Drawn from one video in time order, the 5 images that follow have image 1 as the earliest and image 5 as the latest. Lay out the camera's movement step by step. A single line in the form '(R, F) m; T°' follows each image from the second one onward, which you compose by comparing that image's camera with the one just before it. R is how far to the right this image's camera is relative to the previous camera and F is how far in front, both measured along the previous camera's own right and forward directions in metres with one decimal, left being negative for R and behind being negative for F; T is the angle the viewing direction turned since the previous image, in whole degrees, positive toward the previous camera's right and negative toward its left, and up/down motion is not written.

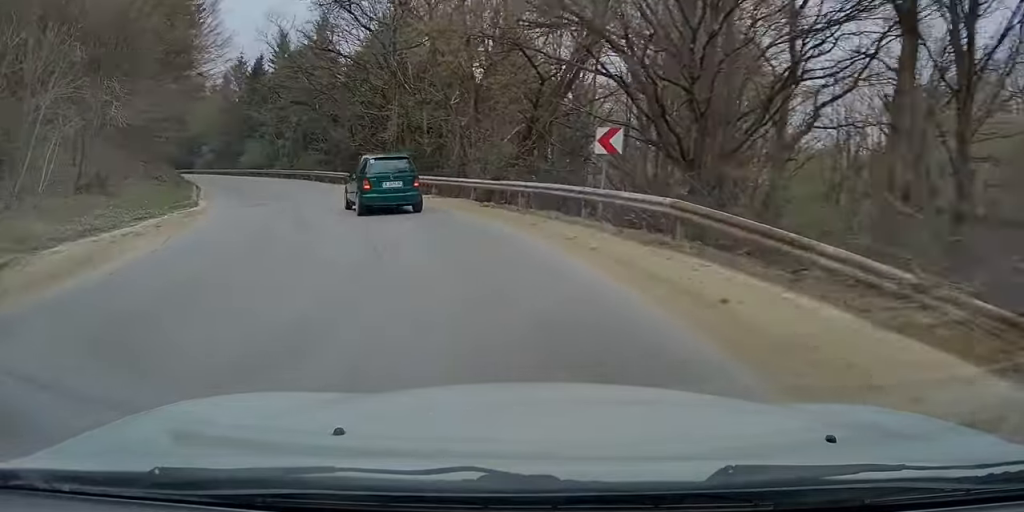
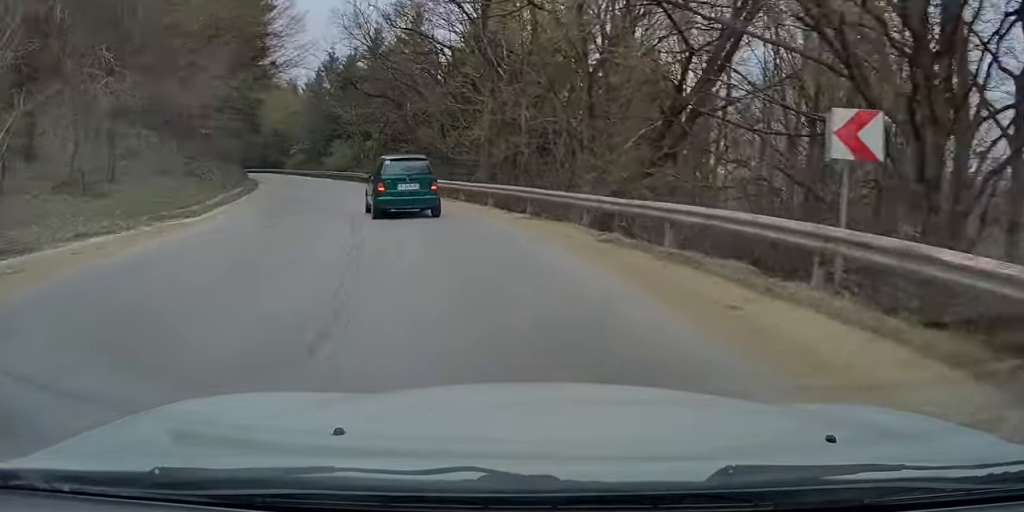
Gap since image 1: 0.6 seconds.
(-0.3, +7.5) m; -5°
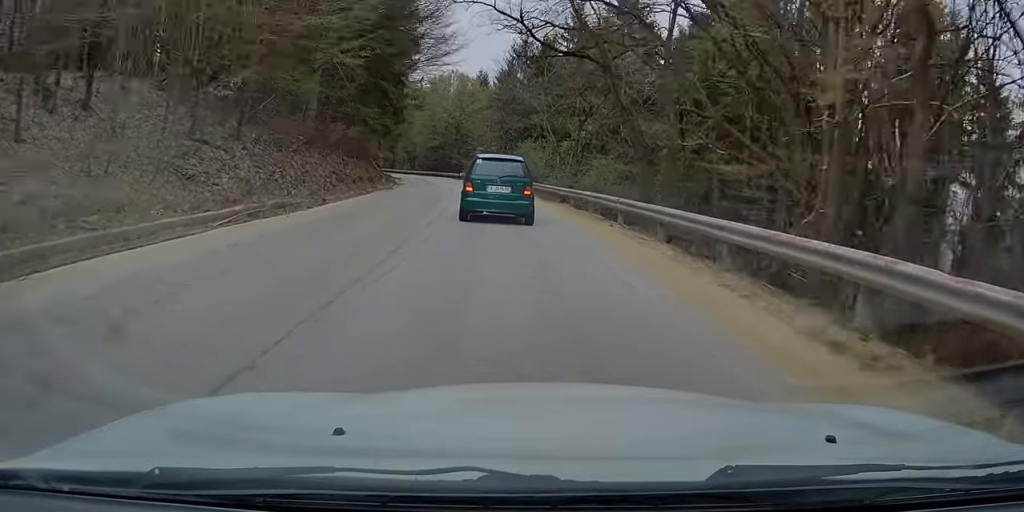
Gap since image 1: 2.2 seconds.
(-2.1, +19.6) m; -12°
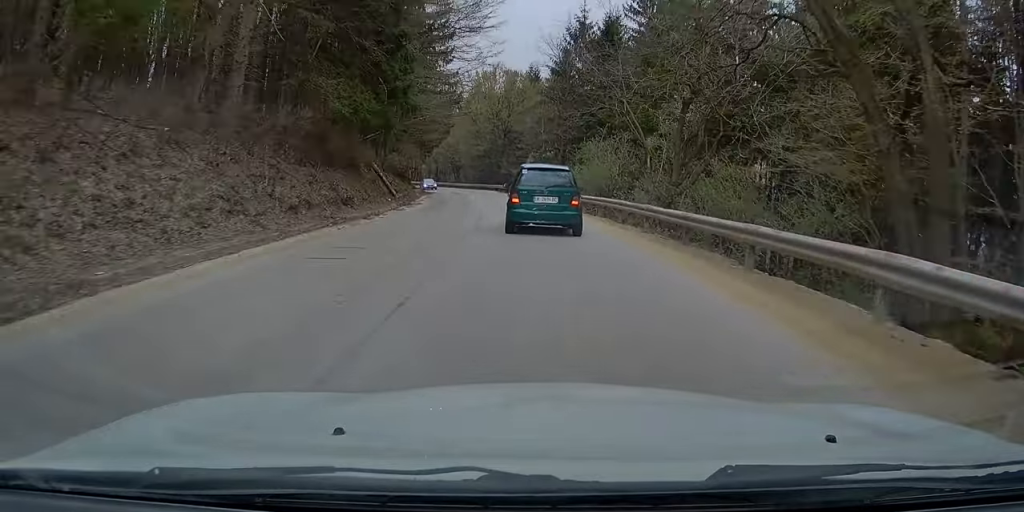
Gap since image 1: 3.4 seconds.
(-0.7, +14.9) m; -7°
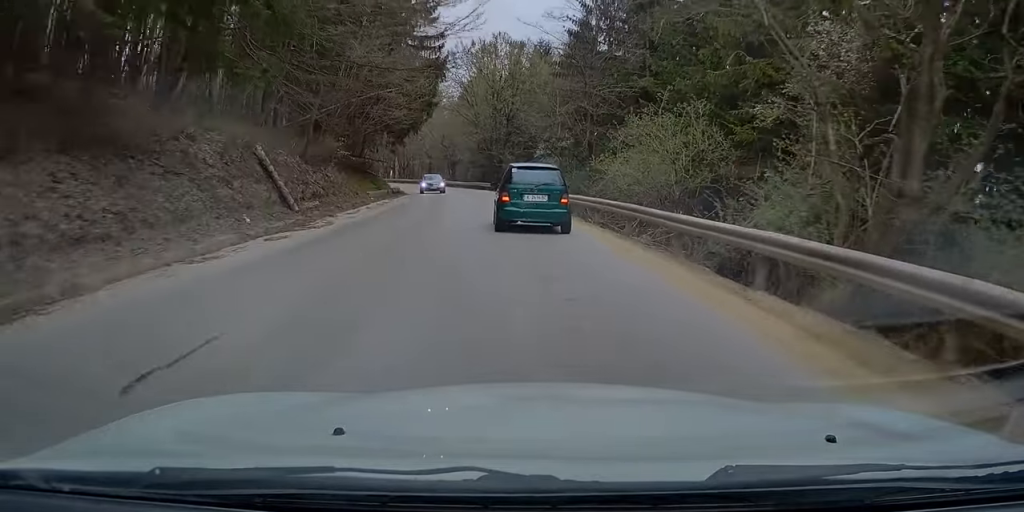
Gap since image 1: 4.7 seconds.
(-1.0, +16.7) m; -4°
